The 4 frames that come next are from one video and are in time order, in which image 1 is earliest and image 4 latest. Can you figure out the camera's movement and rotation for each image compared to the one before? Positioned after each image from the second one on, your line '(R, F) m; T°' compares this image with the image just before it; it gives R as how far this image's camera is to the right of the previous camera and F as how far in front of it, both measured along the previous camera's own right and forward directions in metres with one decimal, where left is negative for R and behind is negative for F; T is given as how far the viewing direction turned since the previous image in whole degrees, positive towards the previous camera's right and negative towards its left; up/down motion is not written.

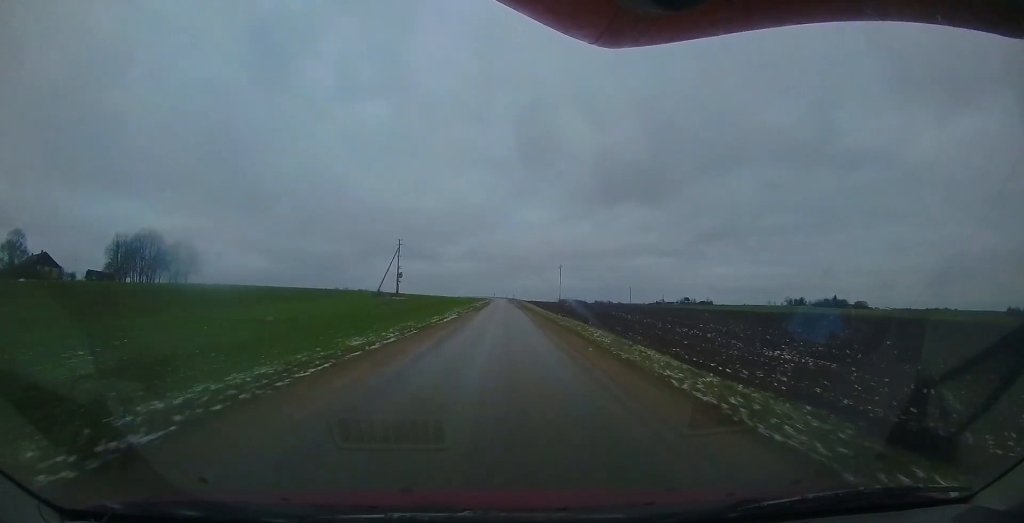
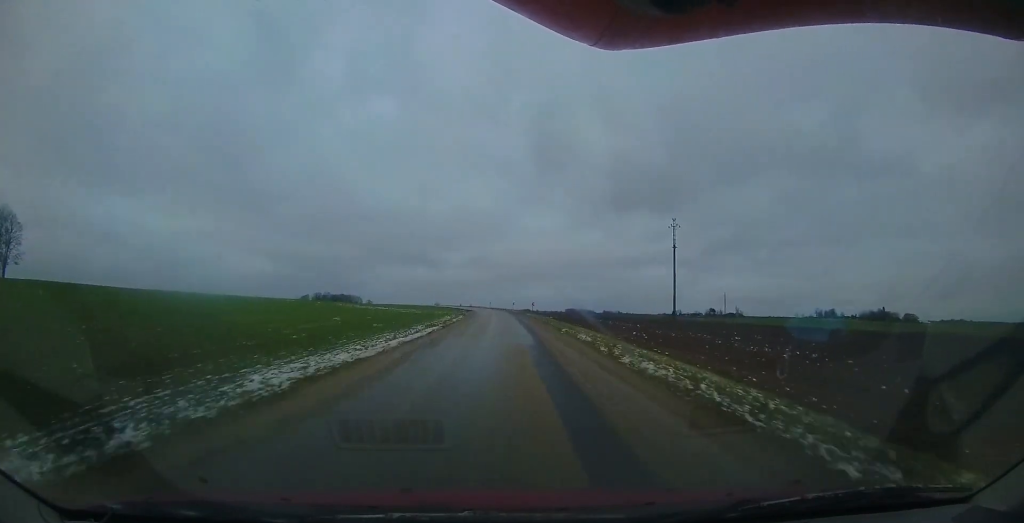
(+0.3, +73.5) m; +1°
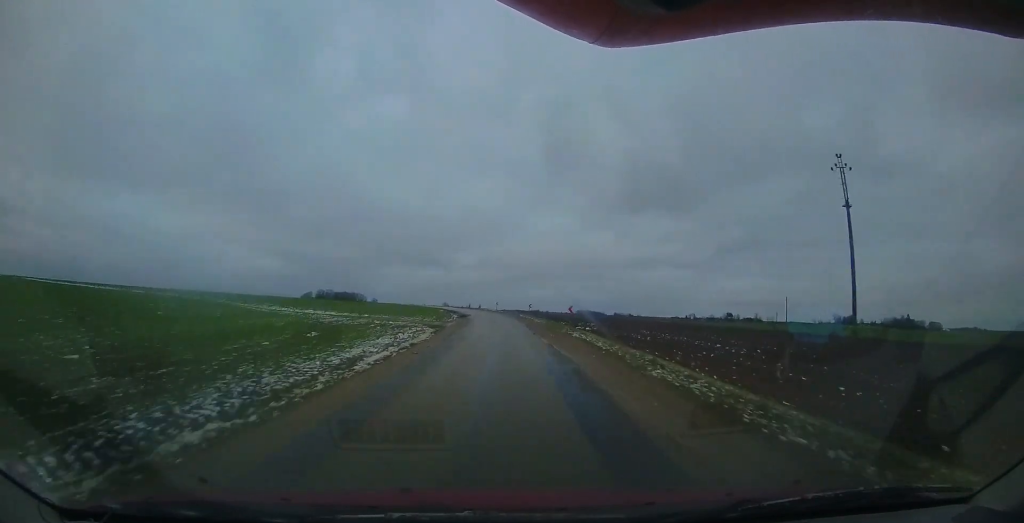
(0.0, +20.6) m; 0°
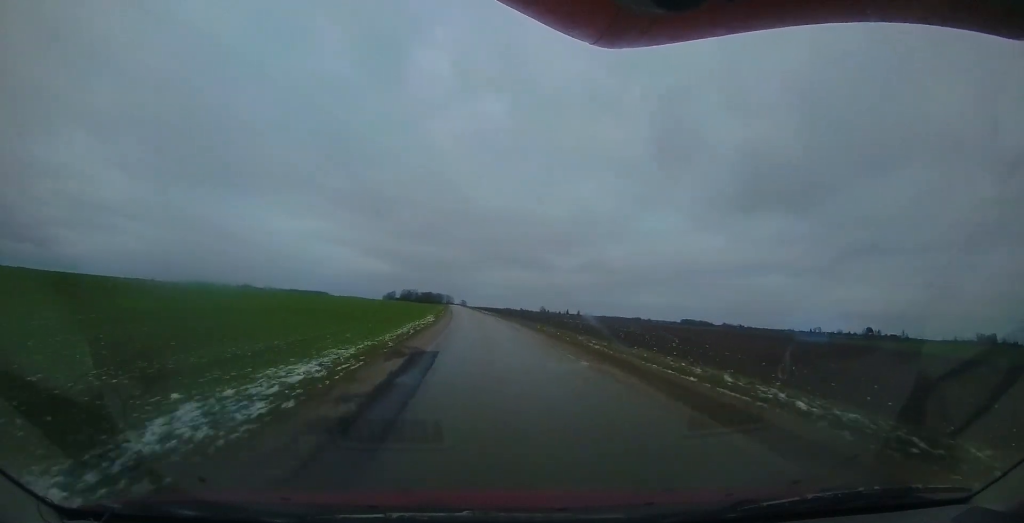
(-5.5, +62.8) m; -16°
